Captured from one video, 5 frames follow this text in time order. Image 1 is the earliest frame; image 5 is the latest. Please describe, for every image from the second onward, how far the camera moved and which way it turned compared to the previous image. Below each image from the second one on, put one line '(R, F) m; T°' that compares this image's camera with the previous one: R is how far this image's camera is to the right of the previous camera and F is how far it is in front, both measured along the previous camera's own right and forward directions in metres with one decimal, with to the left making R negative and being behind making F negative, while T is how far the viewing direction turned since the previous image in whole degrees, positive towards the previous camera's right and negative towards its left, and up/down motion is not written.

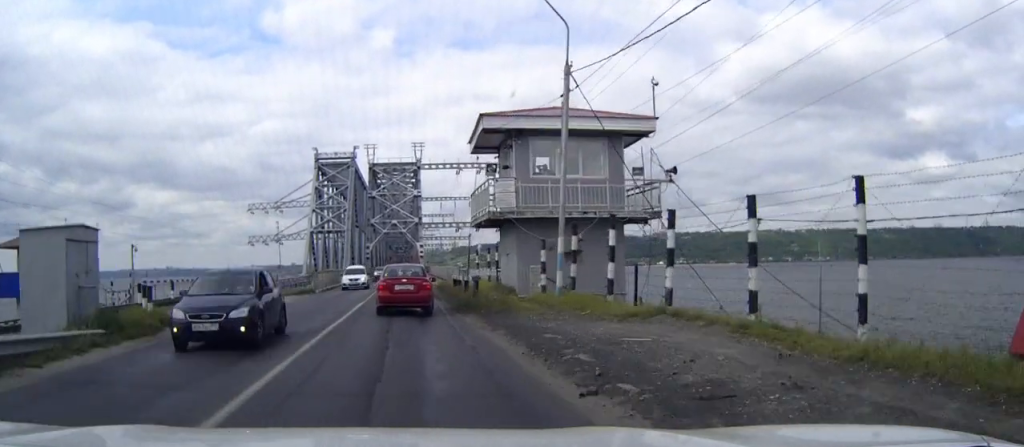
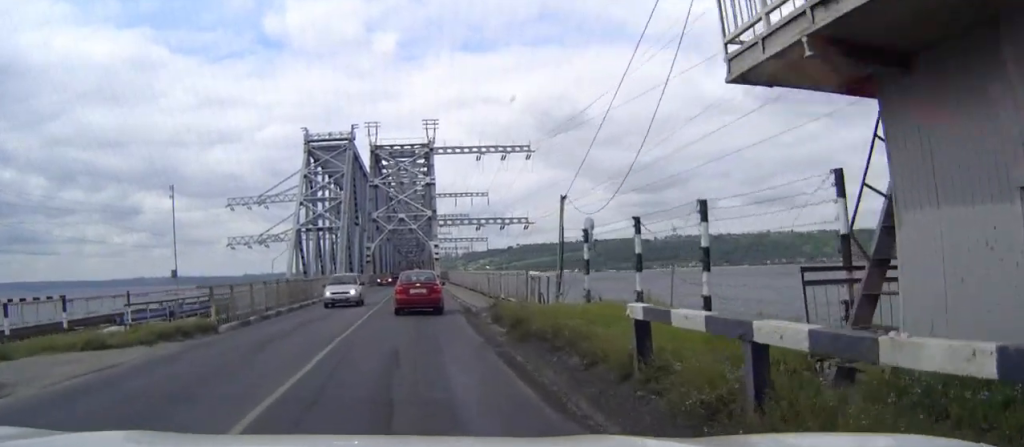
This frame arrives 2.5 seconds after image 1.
(-0.2, +24.2) m; 0°
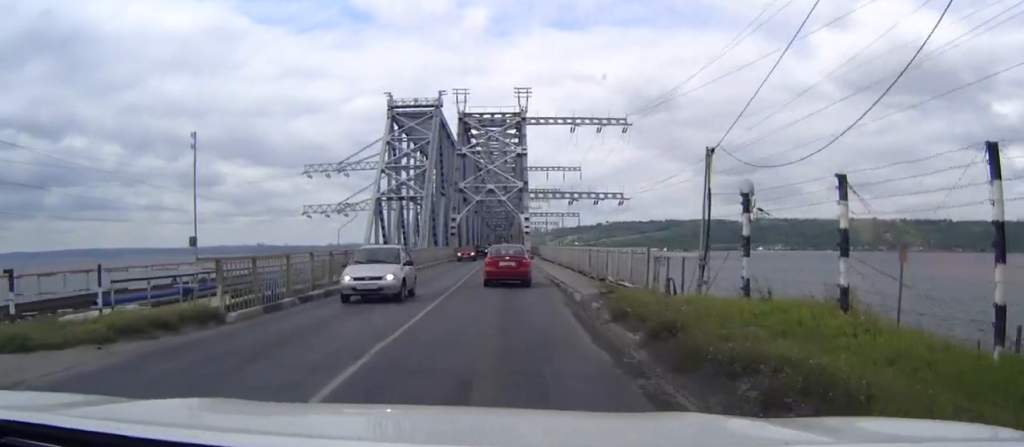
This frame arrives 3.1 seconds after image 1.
(0.0, +5.5) m; 0°
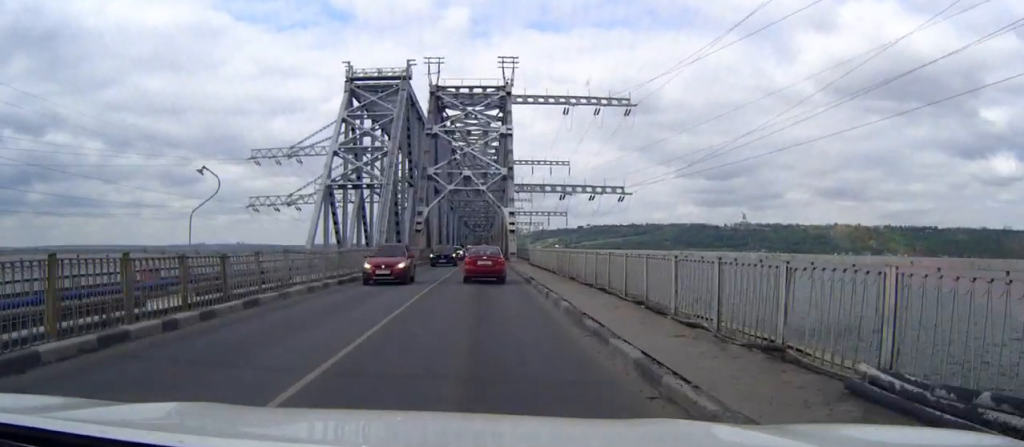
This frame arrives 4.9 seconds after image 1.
(+0.1, +17.8) m; 0°
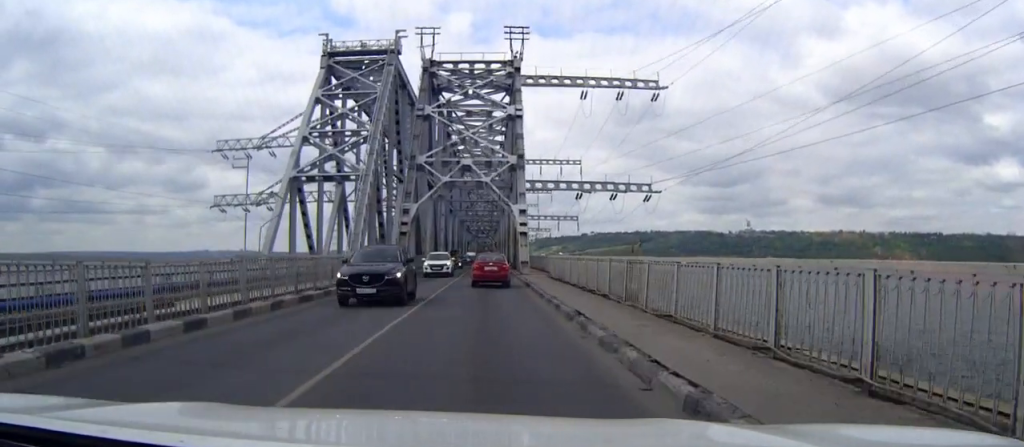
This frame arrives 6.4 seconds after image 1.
(-0.1, +14.8) m; 0°
